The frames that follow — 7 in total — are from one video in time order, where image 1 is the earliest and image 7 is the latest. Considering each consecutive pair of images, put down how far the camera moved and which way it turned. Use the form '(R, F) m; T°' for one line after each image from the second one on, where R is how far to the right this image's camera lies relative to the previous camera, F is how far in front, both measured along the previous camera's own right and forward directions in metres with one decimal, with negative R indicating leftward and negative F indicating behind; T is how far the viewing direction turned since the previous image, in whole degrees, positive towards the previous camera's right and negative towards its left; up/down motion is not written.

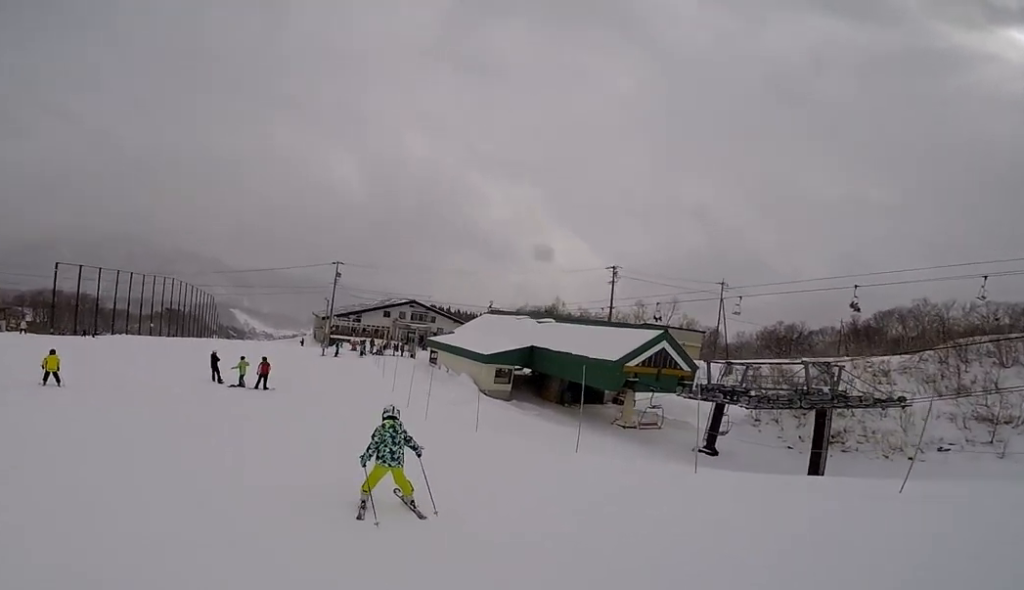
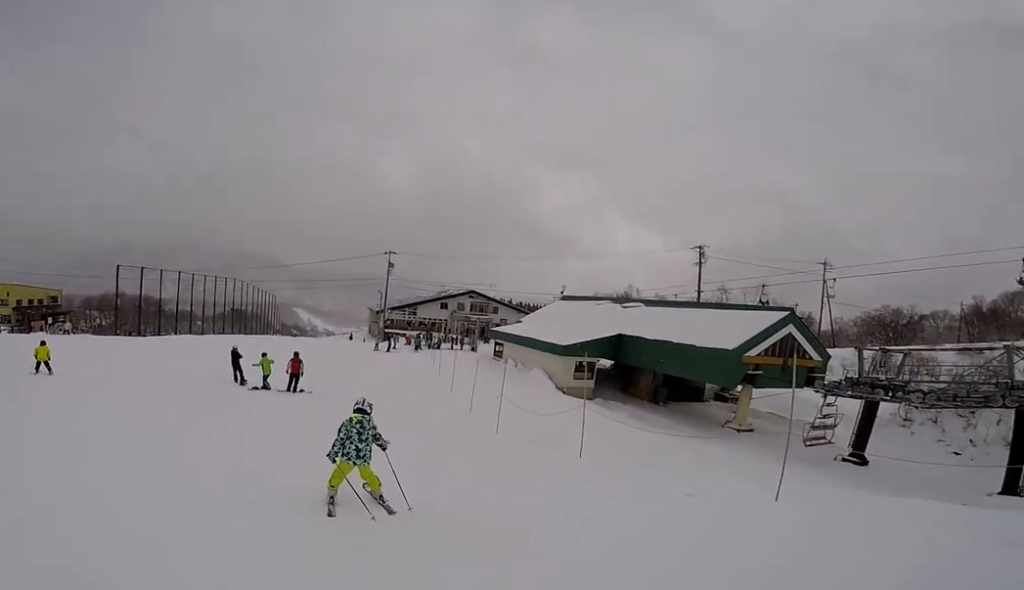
(+0.1, +5.0) m; 0°
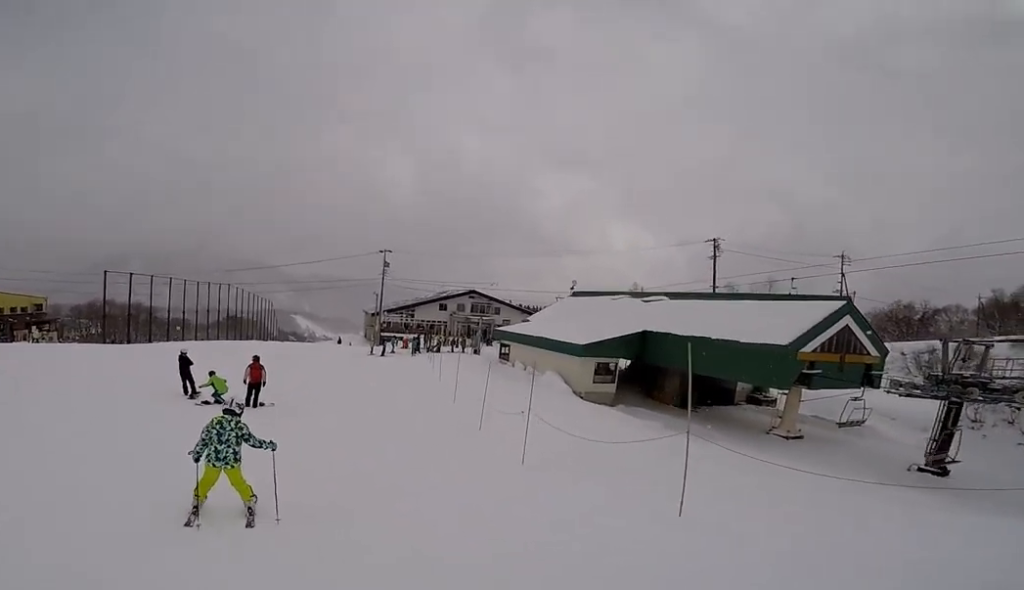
(0.0, +4.1) m; -3°
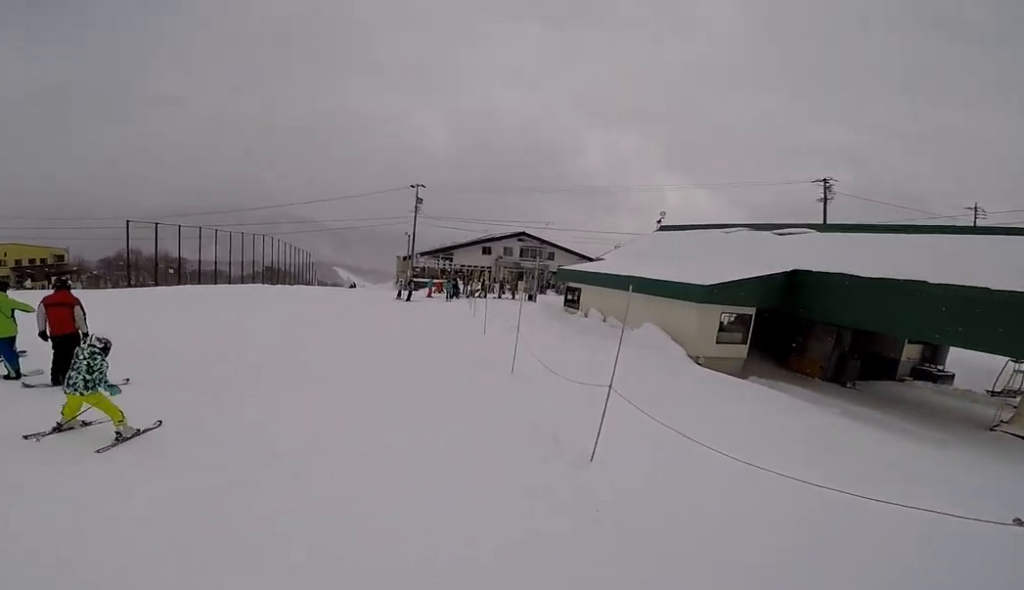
(-0.7, +8.2) m; -14°
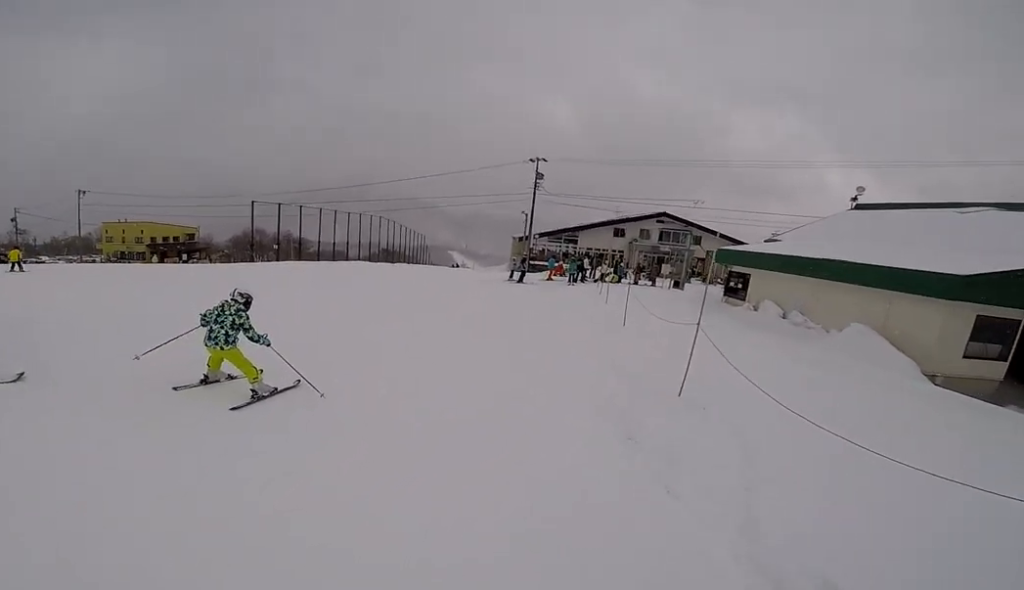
(0.0, +3.5) m; -7°
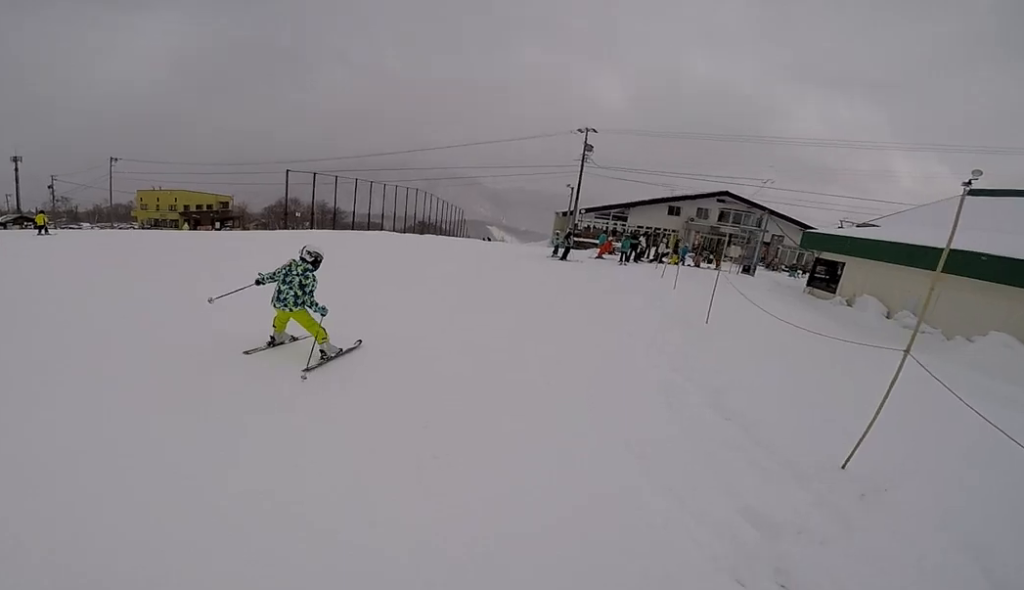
(-0.4, +2.4) m; +3°
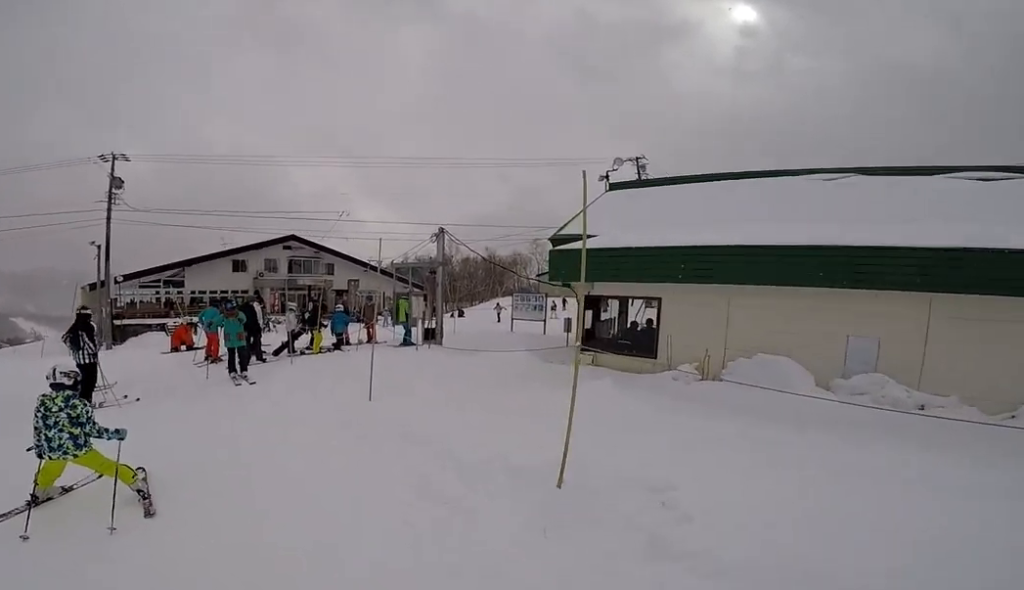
(+3.9, +12.3) m; +19°
